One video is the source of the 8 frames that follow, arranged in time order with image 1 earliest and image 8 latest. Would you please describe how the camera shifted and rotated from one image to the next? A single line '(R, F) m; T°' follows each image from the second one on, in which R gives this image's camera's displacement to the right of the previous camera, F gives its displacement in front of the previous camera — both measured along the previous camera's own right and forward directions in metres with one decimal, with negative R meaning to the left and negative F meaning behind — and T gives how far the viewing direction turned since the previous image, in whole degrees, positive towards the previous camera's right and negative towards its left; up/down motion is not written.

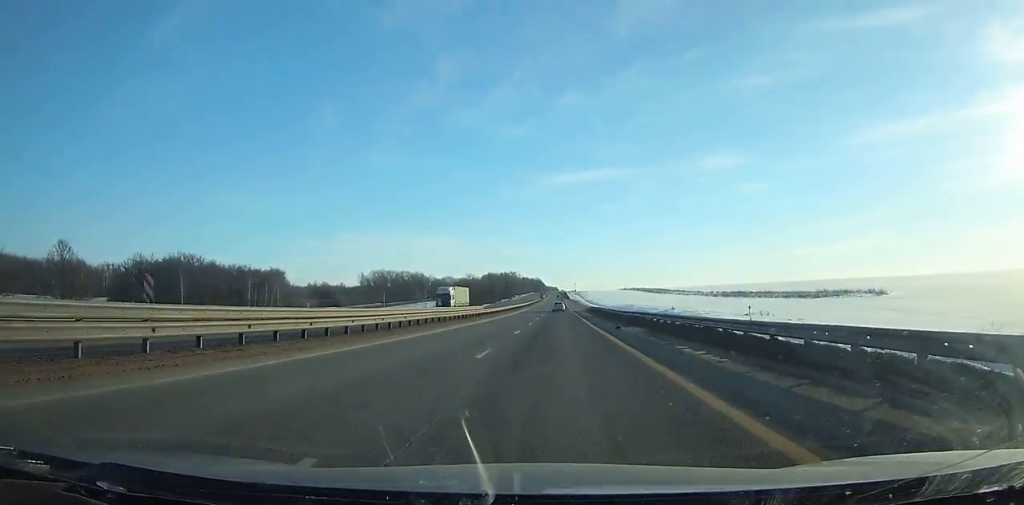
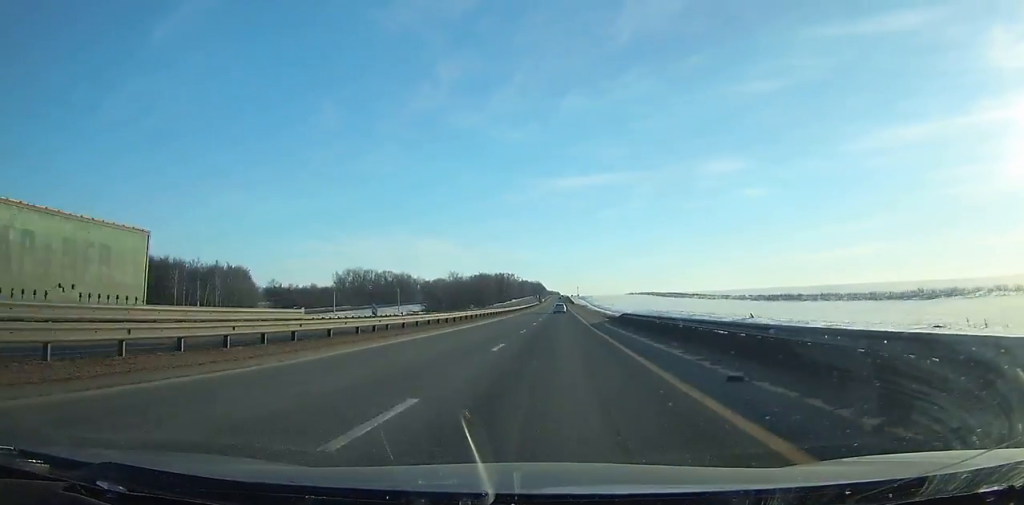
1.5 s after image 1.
(0.0, +44.7) m; 0°
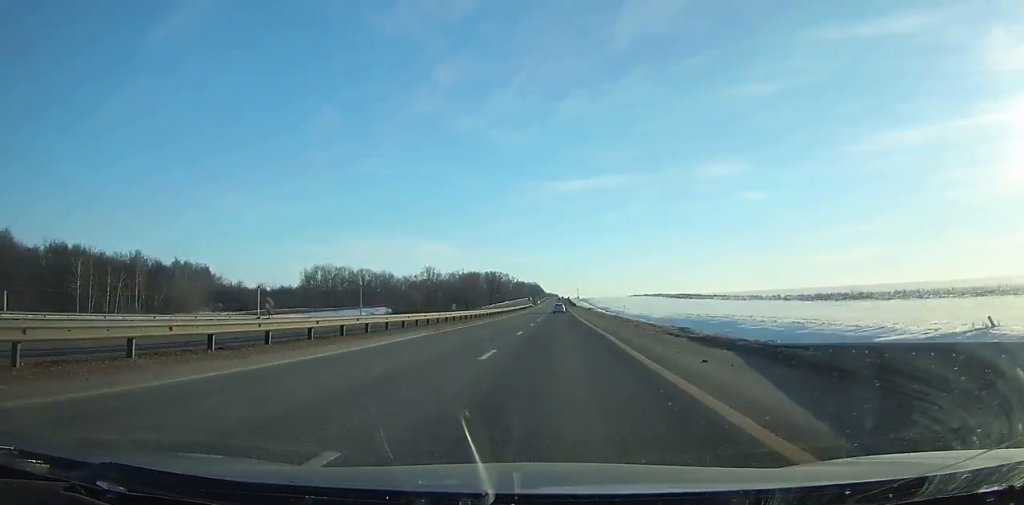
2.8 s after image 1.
(-0.1, +38.8) m; 0°
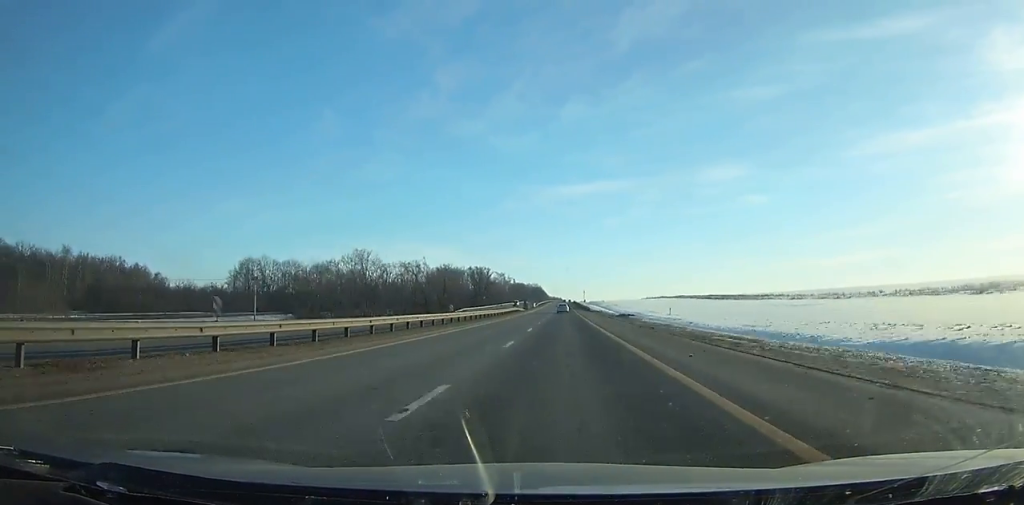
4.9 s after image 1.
(-0.1, +62.5) m; 0°
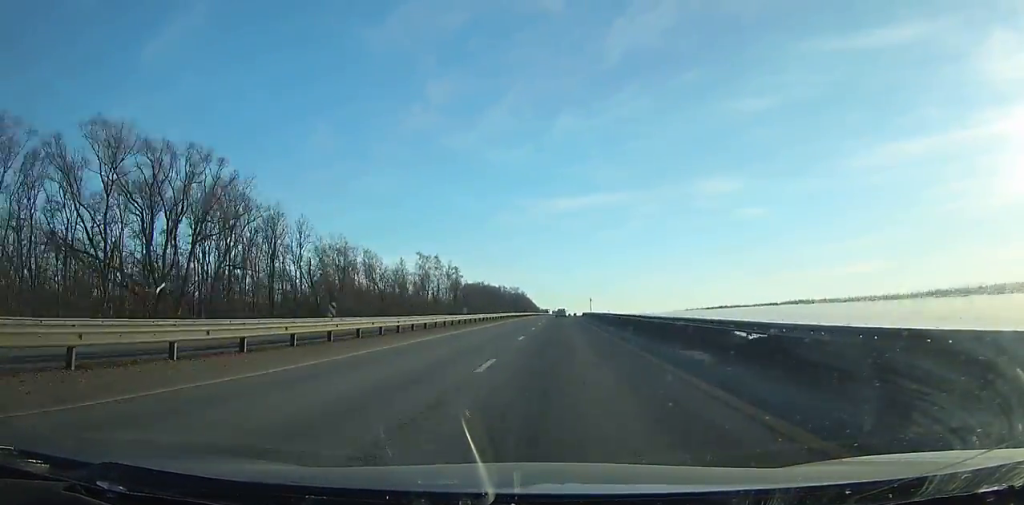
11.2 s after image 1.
(+0.2, +186.2) m; 0°
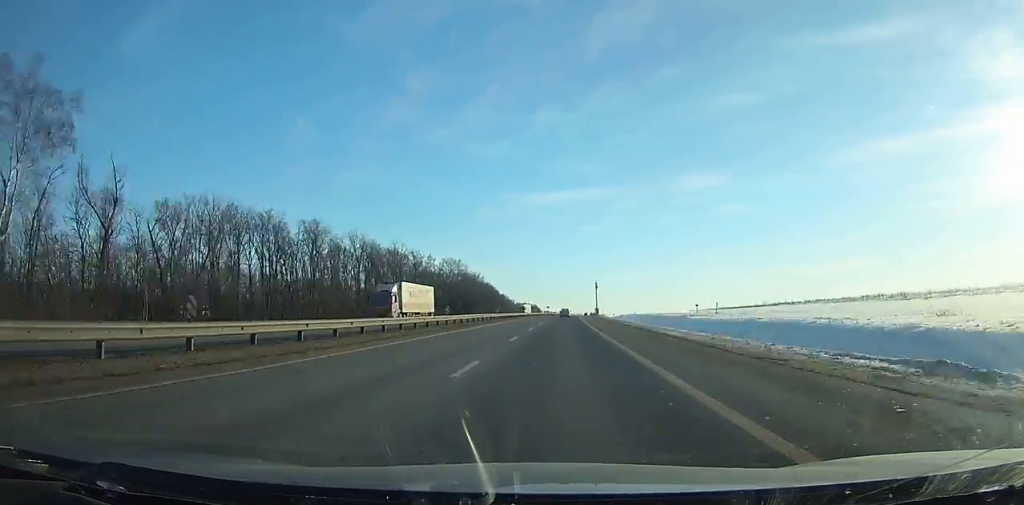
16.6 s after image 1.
(+1.7, +157.2) m; +2°
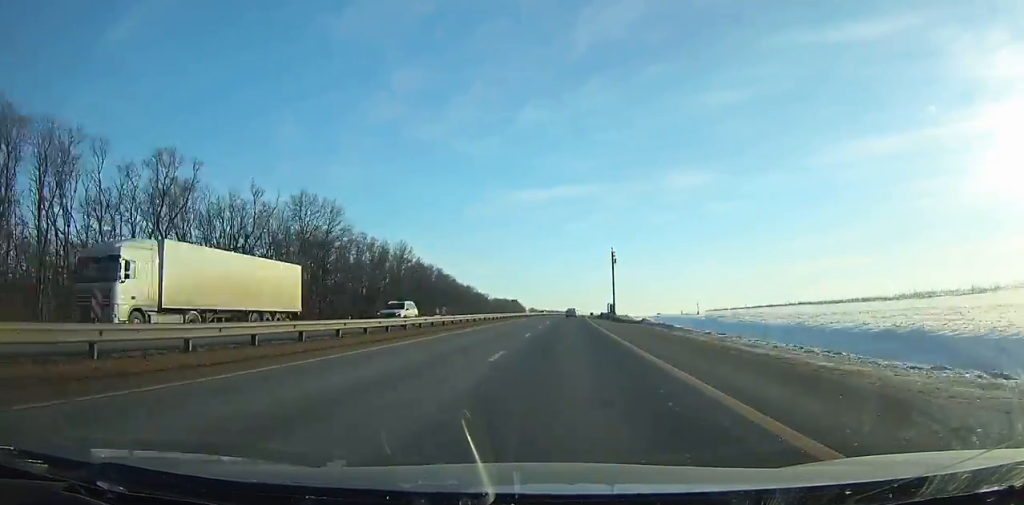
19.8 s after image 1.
(+1.6, +92.4) m; +2°
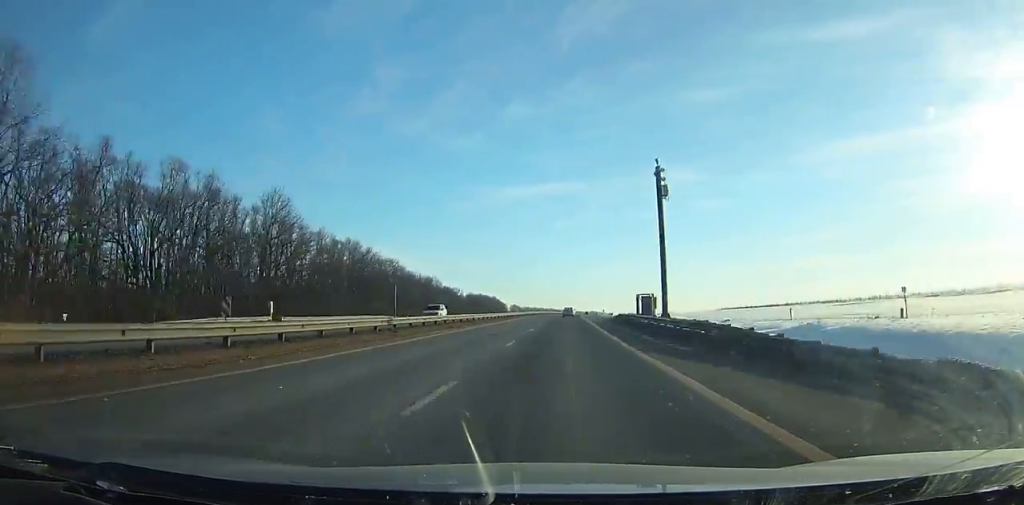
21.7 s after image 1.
(+0.2, +54.7) m; +1°
